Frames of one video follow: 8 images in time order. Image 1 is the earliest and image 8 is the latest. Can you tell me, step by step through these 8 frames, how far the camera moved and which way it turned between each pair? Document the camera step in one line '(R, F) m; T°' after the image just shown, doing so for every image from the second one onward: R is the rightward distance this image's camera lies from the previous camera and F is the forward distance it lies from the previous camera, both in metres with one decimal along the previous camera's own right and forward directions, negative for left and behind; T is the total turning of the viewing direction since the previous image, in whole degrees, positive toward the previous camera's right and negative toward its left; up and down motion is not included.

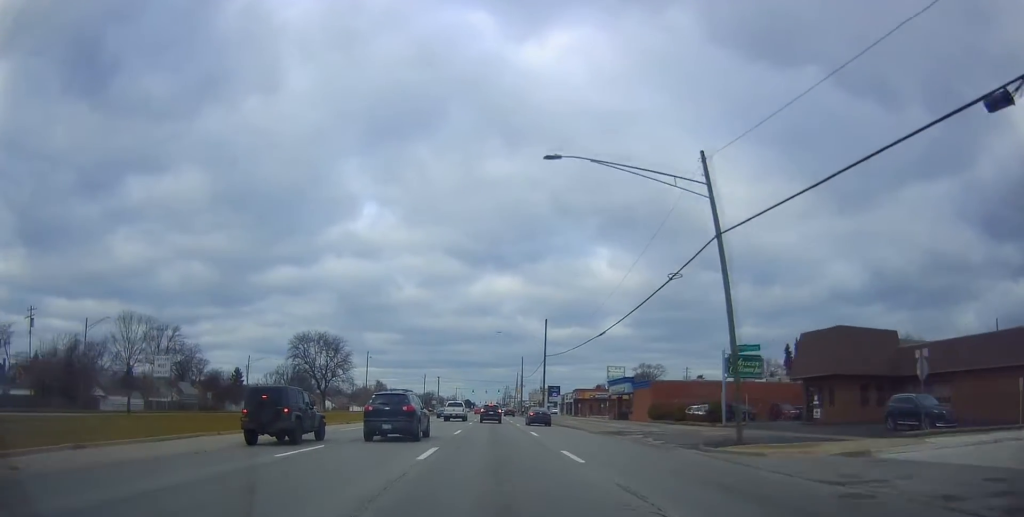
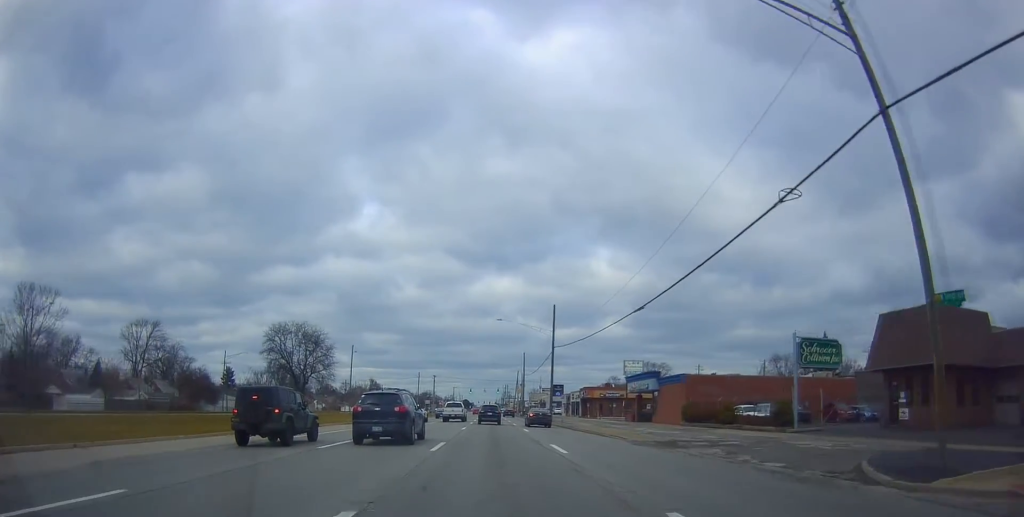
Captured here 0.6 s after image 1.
(+0.2, +10.6) m; -1°
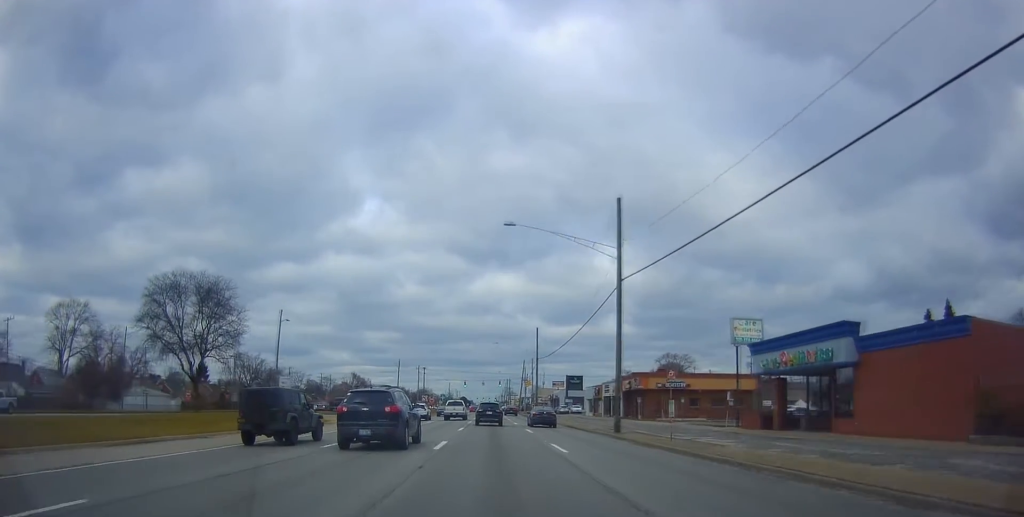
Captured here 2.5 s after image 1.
(-0.5, +32.5) m; -1°
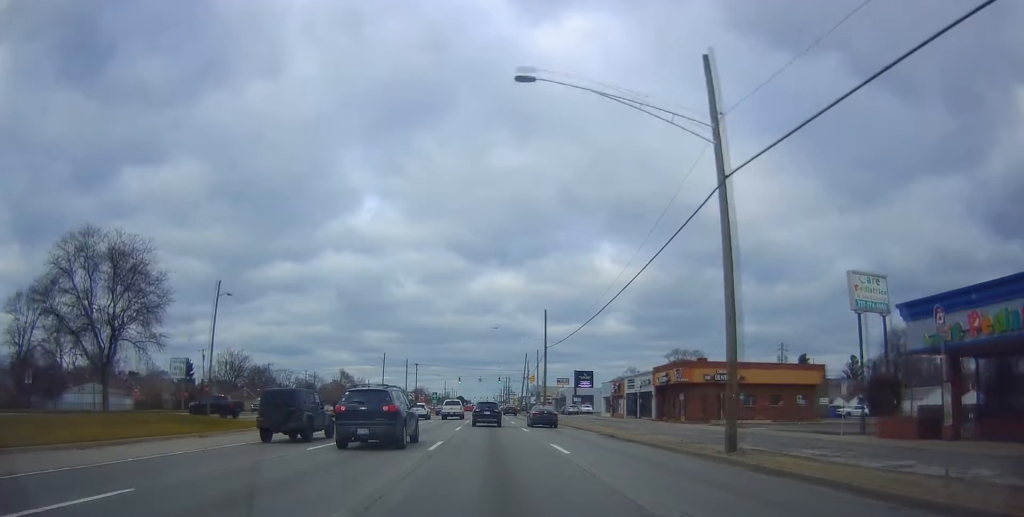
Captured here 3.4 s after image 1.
(+0.1, +14.3) m; 0°
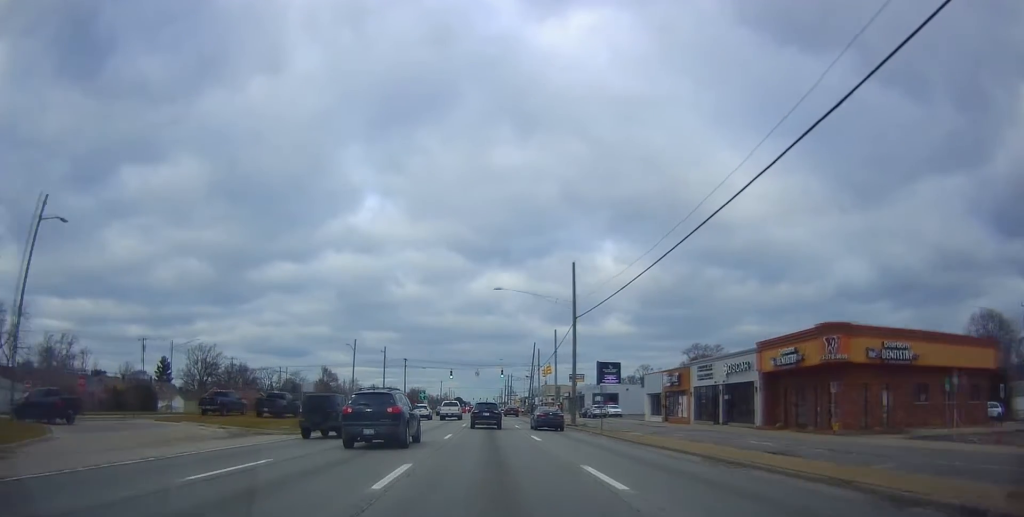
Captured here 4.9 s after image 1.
(+0.1, +22.1) m; +1°
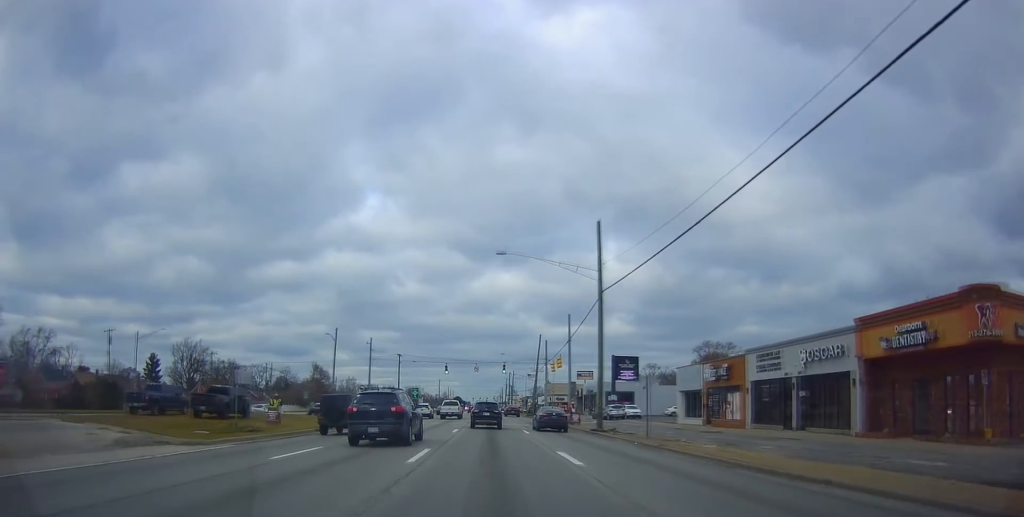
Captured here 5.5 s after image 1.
(-0.1, +10.0) m; 0°
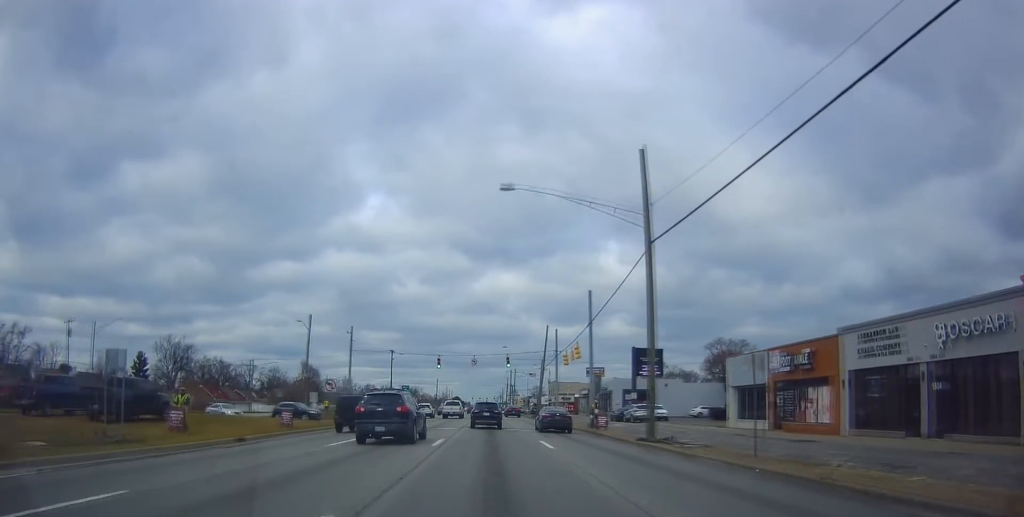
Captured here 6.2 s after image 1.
(-0.1, +10.4) m; 0°
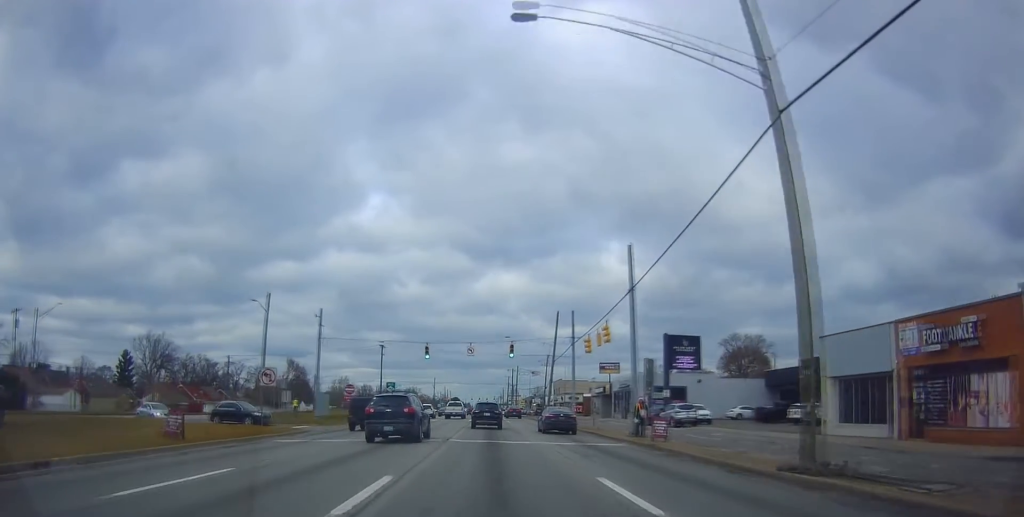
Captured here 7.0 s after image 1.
(+0.4, +11.7) m; -1°
